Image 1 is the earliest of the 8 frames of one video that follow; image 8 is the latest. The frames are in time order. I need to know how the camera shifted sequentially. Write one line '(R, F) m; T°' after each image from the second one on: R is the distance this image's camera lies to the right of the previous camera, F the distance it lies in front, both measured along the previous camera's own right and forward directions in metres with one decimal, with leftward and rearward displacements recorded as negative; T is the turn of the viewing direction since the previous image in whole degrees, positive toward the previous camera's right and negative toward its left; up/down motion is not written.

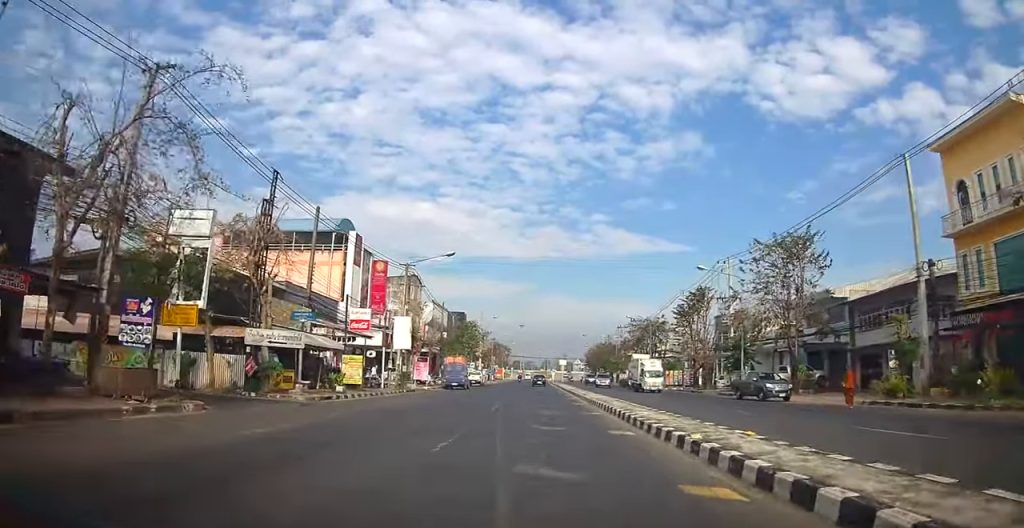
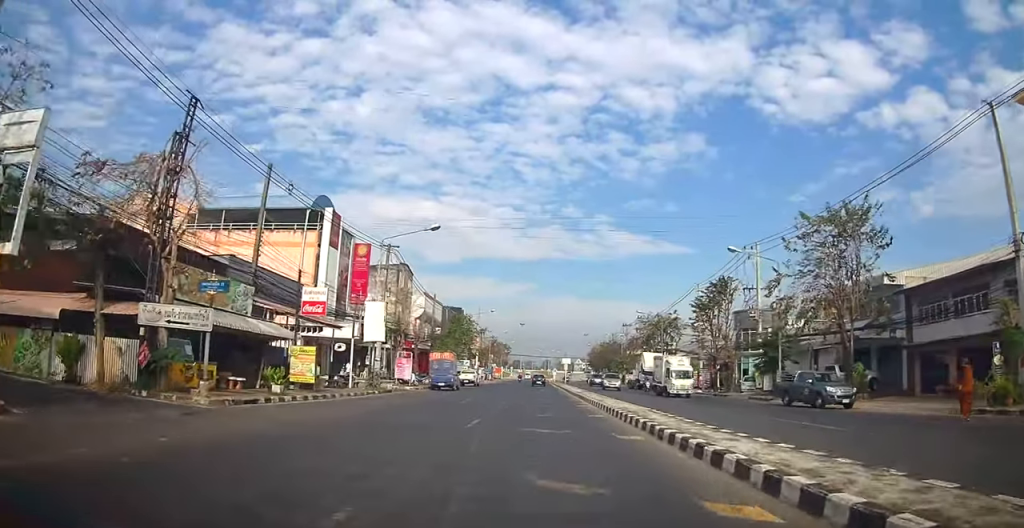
(-0.1, +6.8) m; 0°
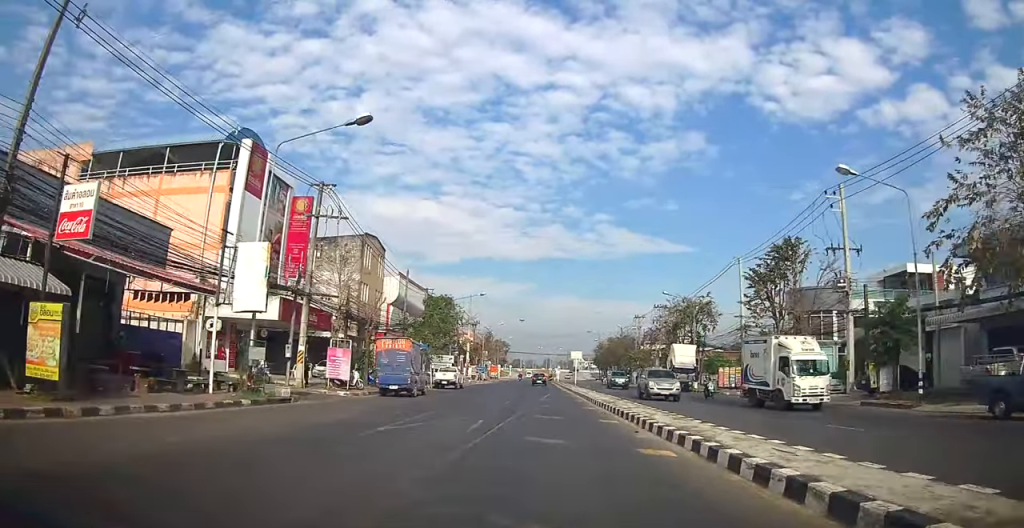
(-0.1, +14.4) m; 0°
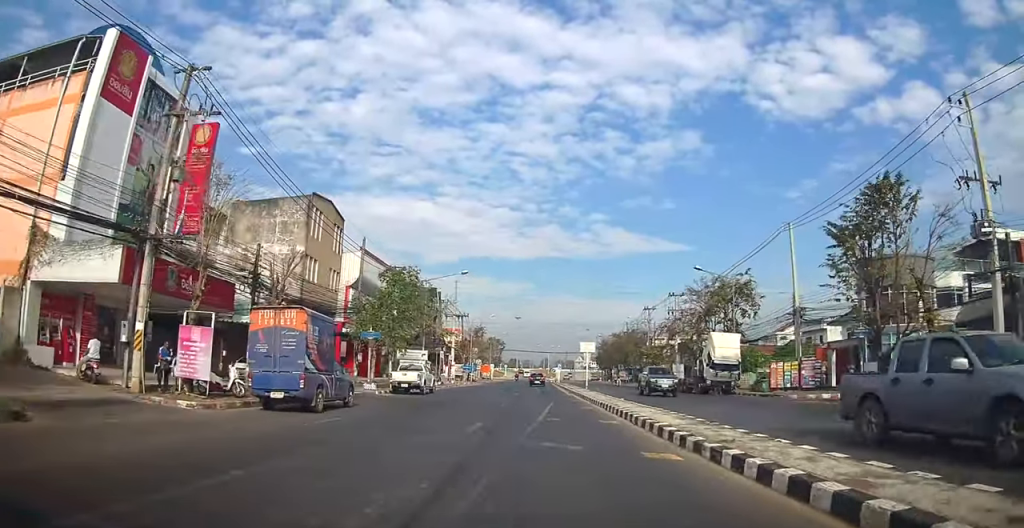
(0.0, +12.8) m; -1°
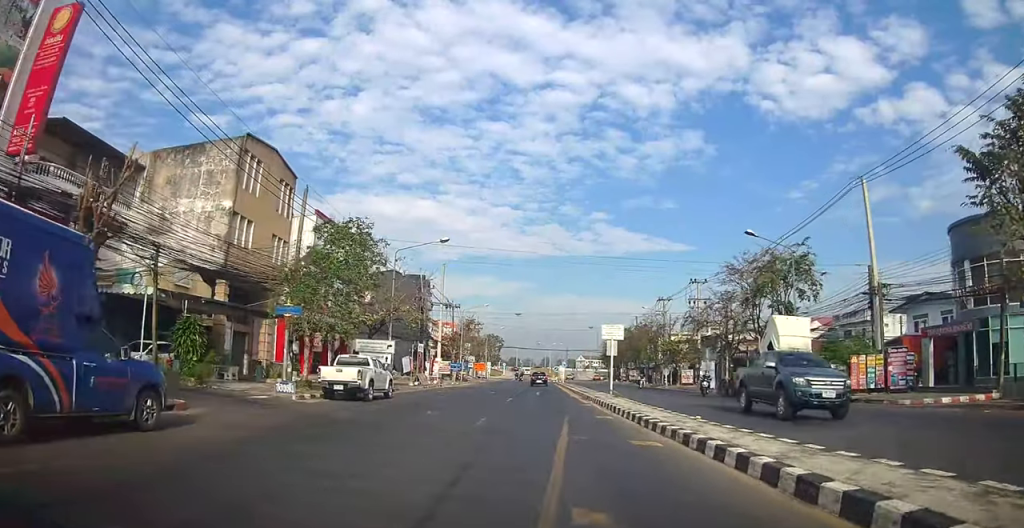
(-0.1, +11.1) m; 0°
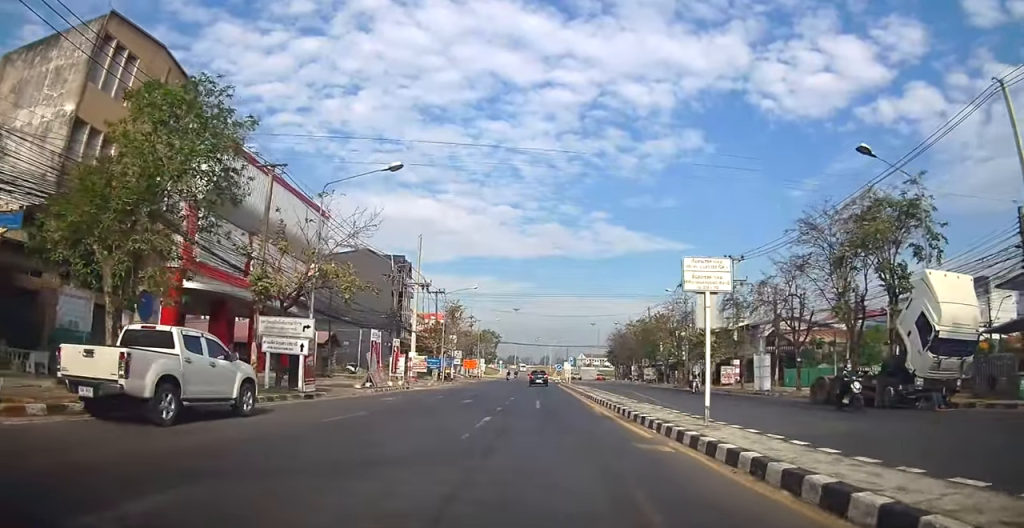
(+0.3, +13.3) m; +4°
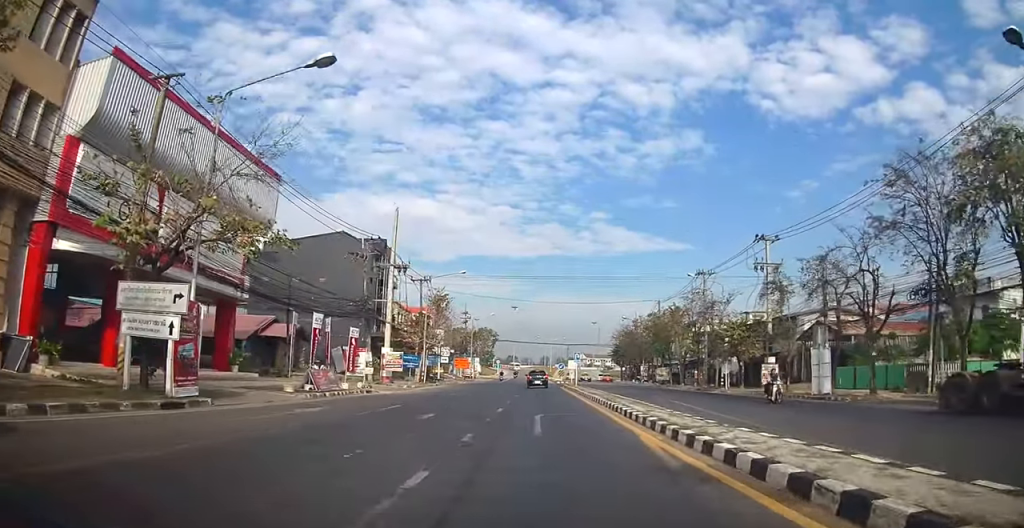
(+0.4, +9.6) m; +2°
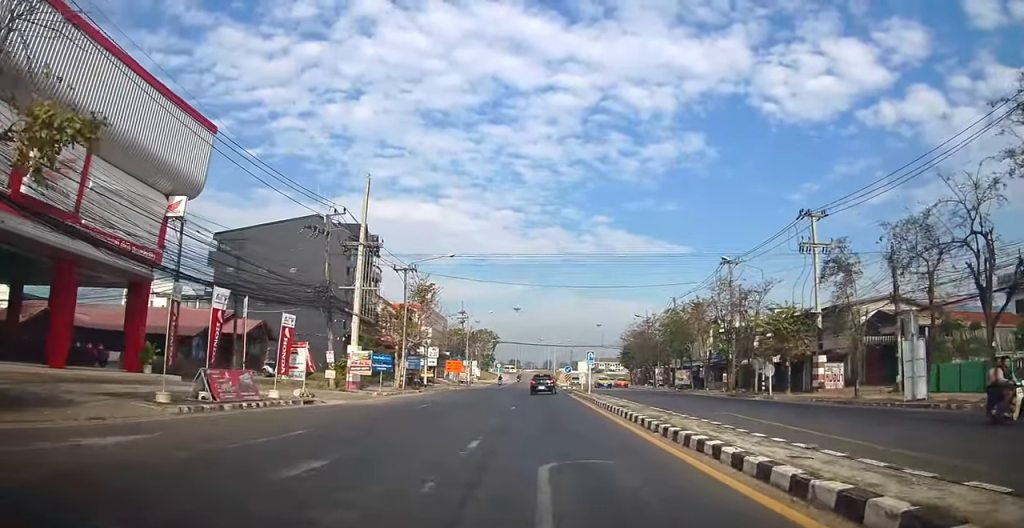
(+0.1, +9.8) m; -1°
